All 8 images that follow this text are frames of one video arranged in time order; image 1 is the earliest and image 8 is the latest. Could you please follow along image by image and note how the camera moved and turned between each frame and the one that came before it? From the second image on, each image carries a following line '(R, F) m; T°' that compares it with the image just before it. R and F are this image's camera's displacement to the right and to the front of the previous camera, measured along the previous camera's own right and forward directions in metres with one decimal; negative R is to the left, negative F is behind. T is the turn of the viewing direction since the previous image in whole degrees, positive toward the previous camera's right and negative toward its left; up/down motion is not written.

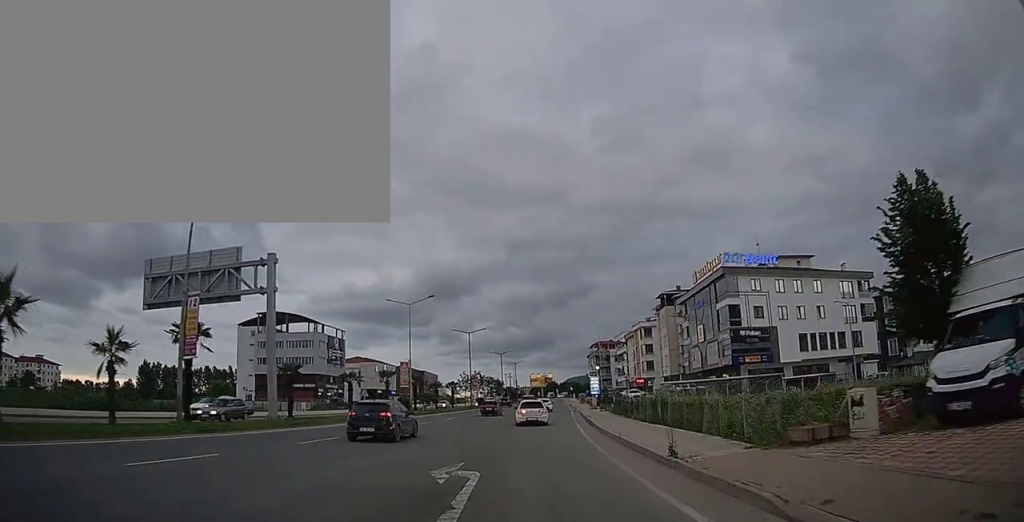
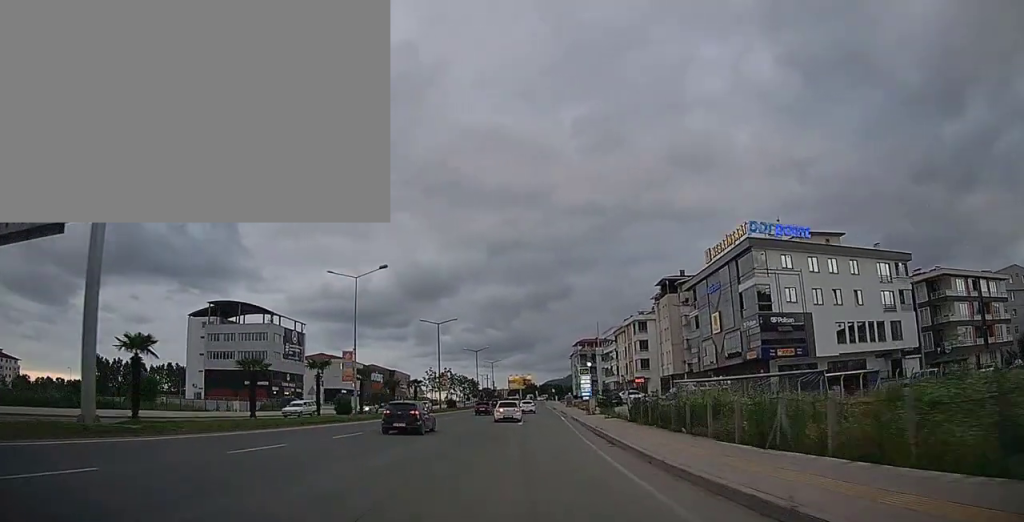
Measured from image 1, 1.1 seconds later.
(+0.5, +11.5) m; +5°
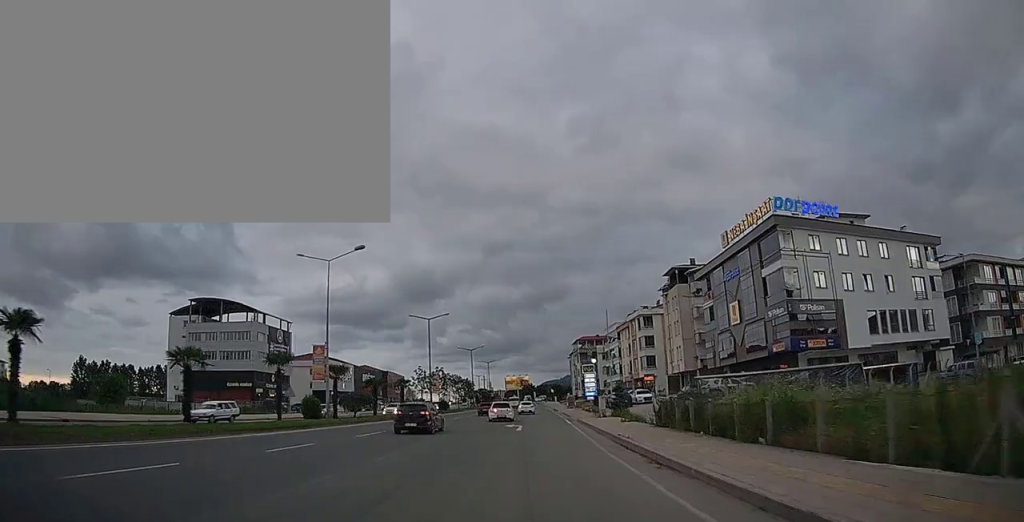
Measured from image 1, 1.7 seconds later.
(+0.1, +5.9) m; +2°
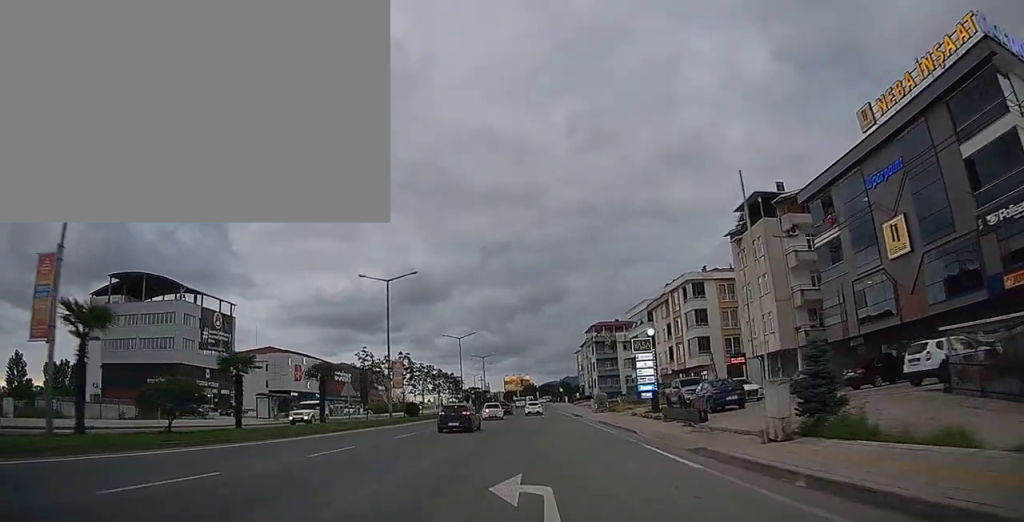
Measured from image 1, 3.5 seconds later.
(+0.4, +23.1) m; +1°
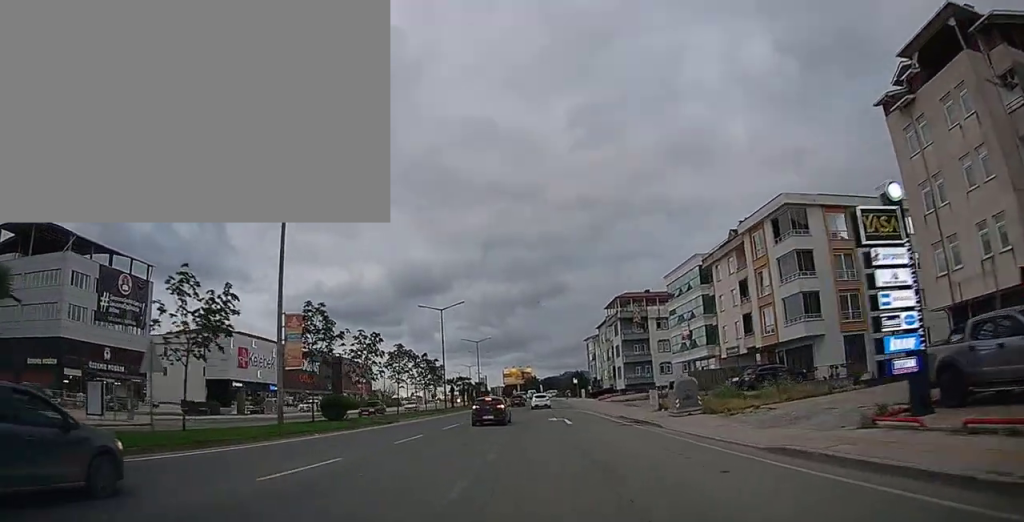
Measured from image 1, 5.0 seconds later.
(-0.4, +22.8) m; -2°
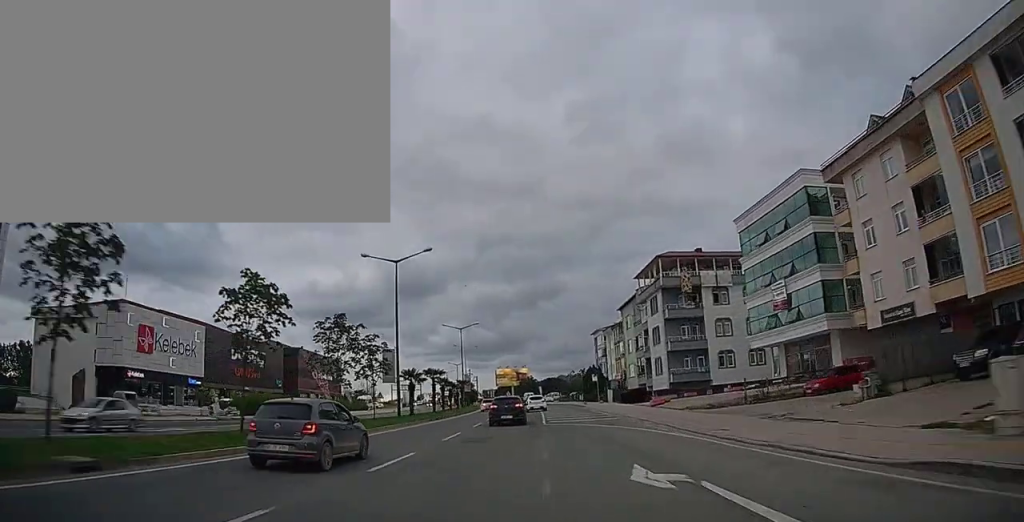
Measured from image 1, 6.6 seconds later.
(-0.1, +24.1) m; +1°
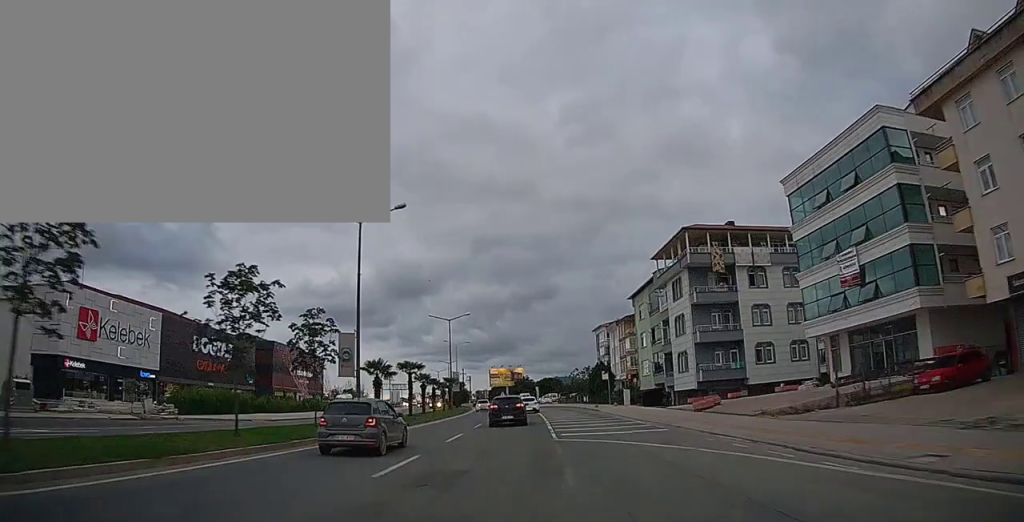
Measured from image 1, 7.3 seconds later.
(+0.1, +9.6) m; +1°
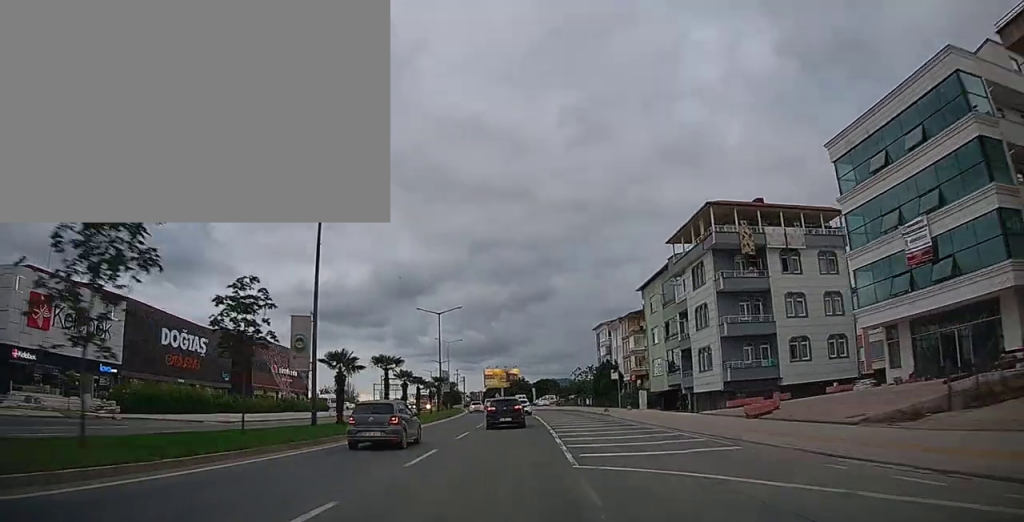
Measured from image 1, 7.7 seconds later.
(0.0, +6.5) m; 0°
